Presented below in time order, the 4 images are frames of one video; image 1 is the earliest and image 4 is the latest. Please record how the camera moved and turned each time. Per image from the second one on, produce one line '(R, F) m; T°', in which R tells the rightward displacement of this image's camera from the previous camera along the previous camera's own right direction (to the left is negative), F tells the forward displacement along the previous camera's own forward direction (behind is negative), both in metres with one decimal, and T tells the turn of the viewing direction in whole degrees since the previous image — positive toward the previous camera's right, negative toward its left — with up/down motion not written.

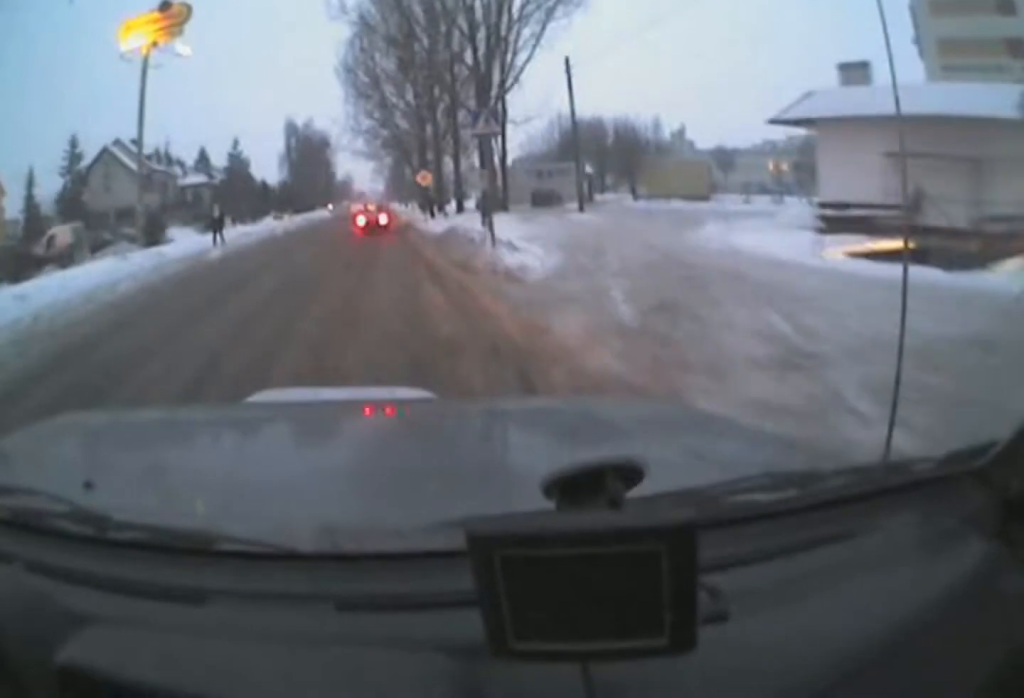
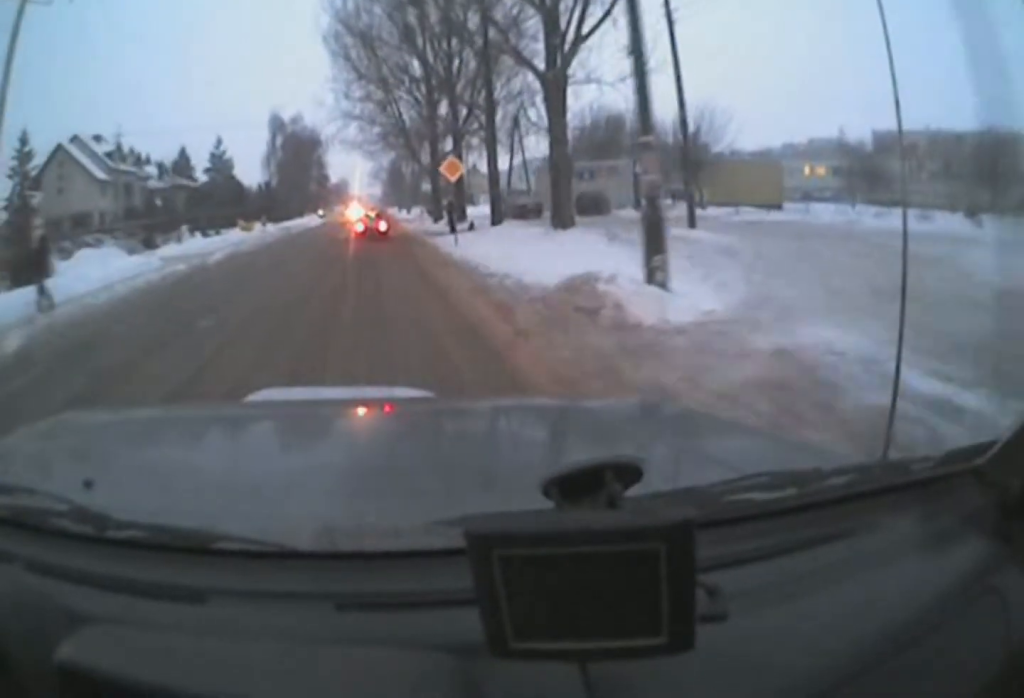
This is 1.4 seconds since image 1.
(+0.1, +13.1) m; +2°
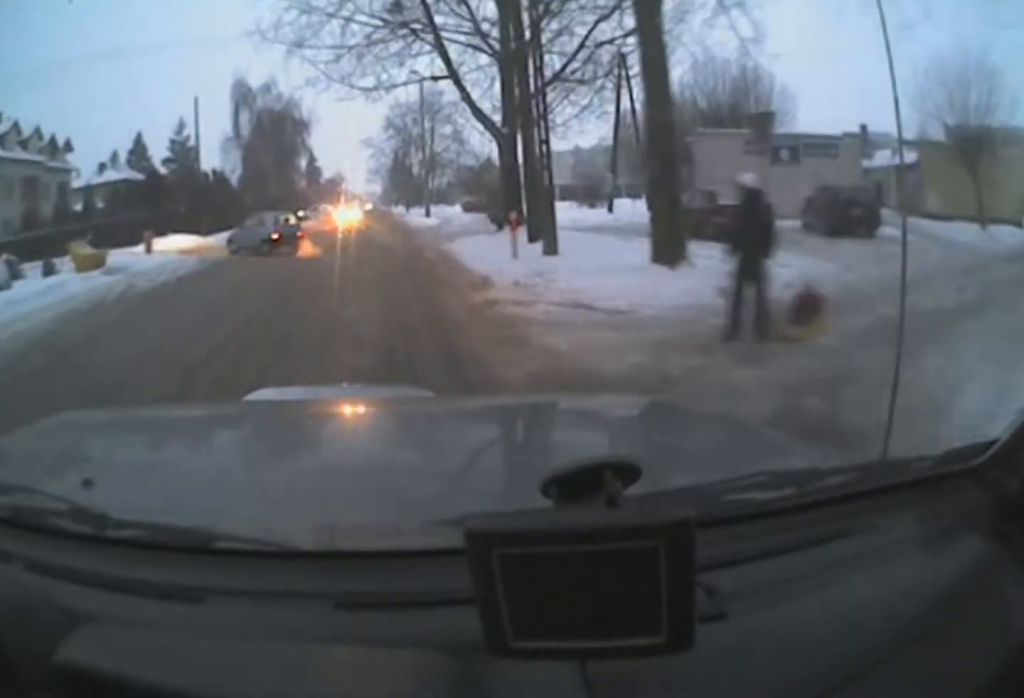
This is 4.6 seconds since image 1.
(+0.2, +25.3) m; -2°
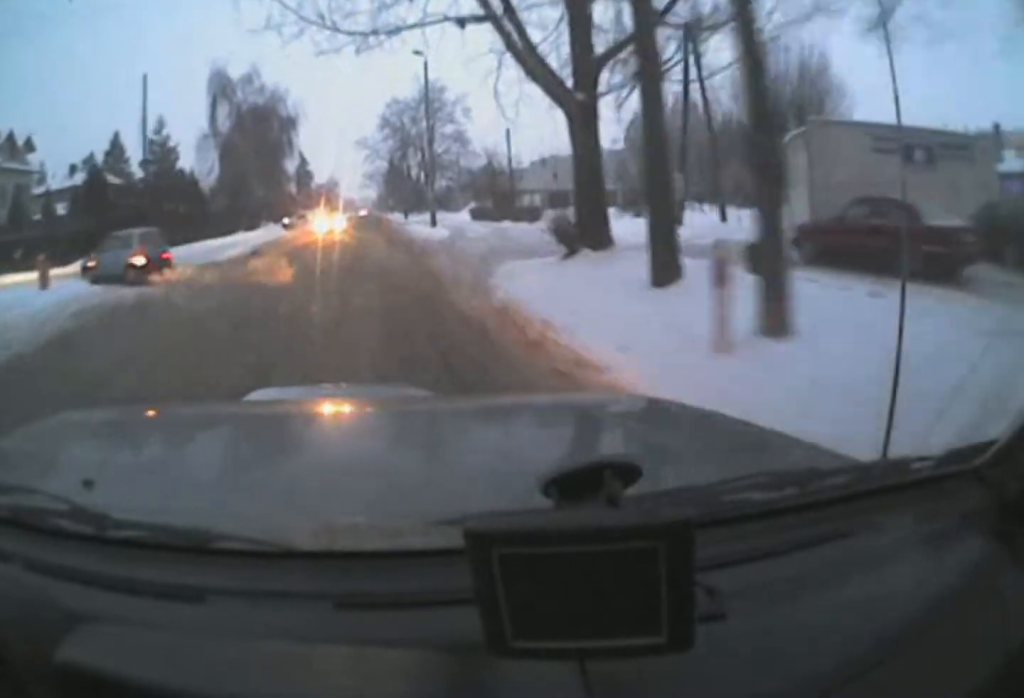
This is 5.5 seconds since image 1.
(-0.1, +7.7) m; 0°
